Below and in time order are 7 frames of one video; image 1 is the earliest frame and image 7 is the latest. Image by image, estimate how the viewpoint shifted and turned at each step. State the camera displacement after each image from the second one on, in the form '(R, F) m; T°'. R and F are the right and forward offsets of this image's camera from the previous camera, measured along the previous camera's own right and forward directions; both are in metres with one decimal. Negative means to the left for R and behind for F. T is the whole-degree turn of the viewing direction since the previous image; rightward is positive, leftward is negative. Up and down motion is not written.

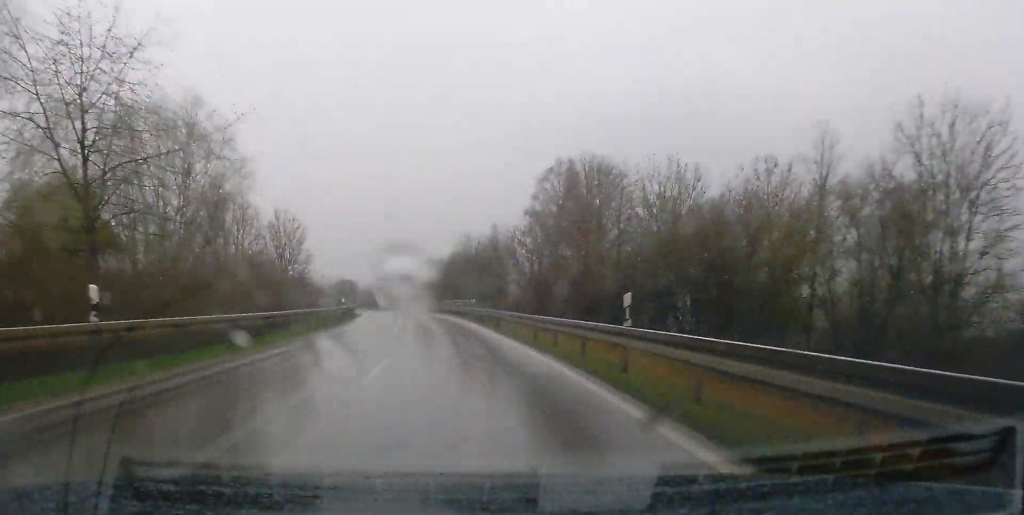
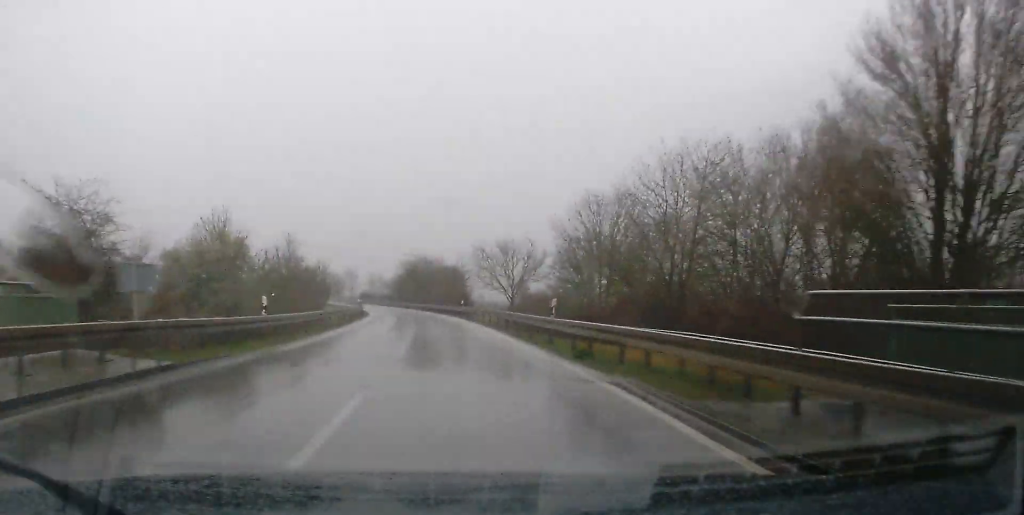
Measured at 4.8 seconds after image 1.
(-7.0, +91.2) m; -9°
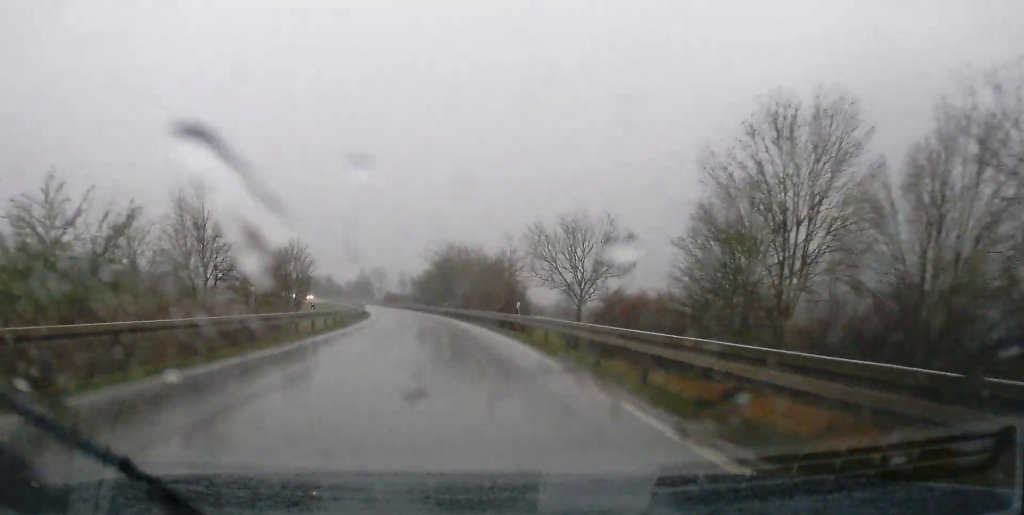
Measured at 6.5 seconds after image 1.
(-1.0, +32.6) m; -3°
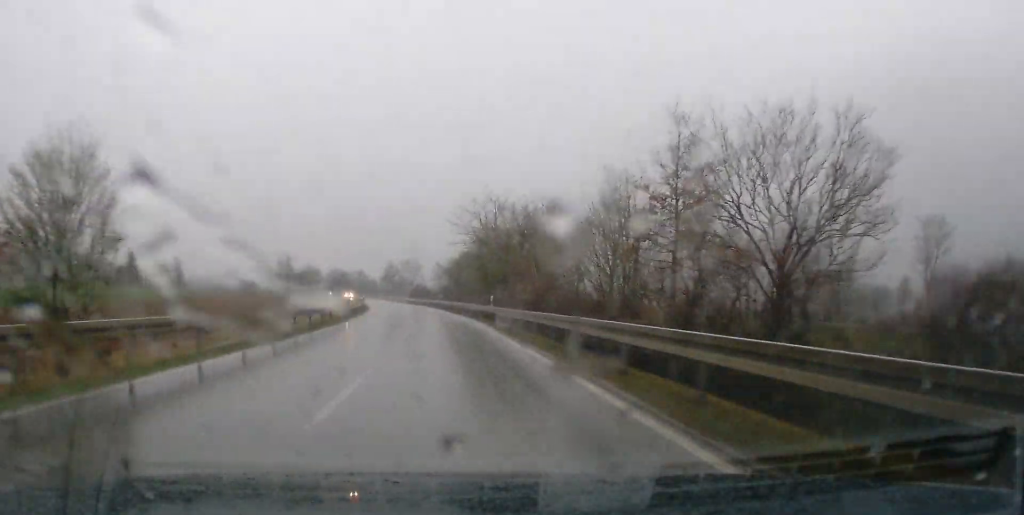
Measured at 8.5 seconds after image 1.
(-1.1, +40.1) m; -3°
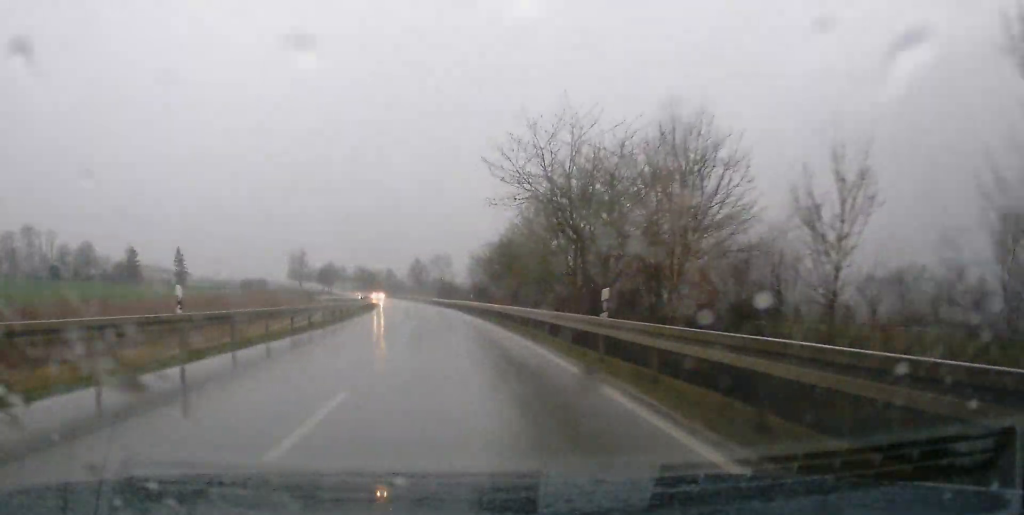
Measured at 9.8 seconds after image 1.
(-0.6, +25.8) m; -2°
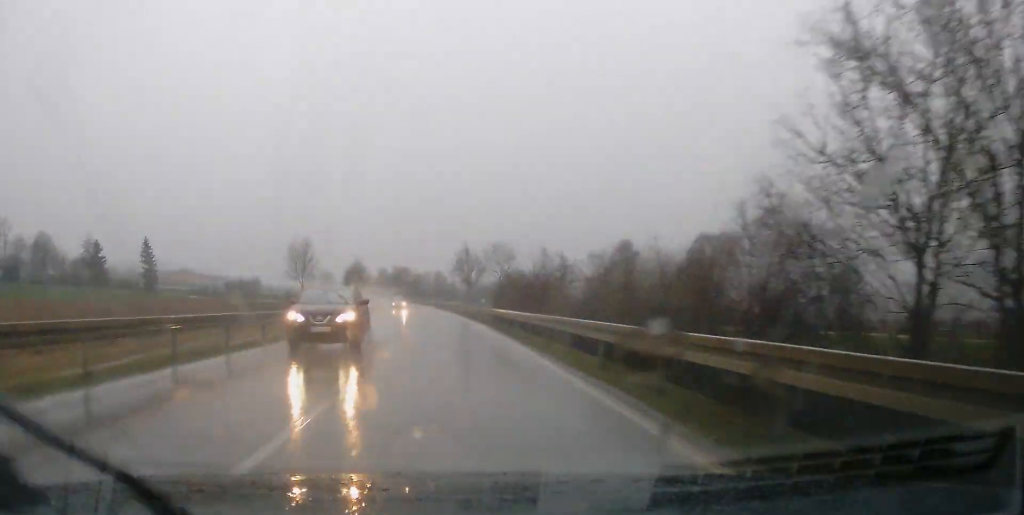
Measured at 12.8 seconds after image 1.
(-1.8, +62.0) m; -3°
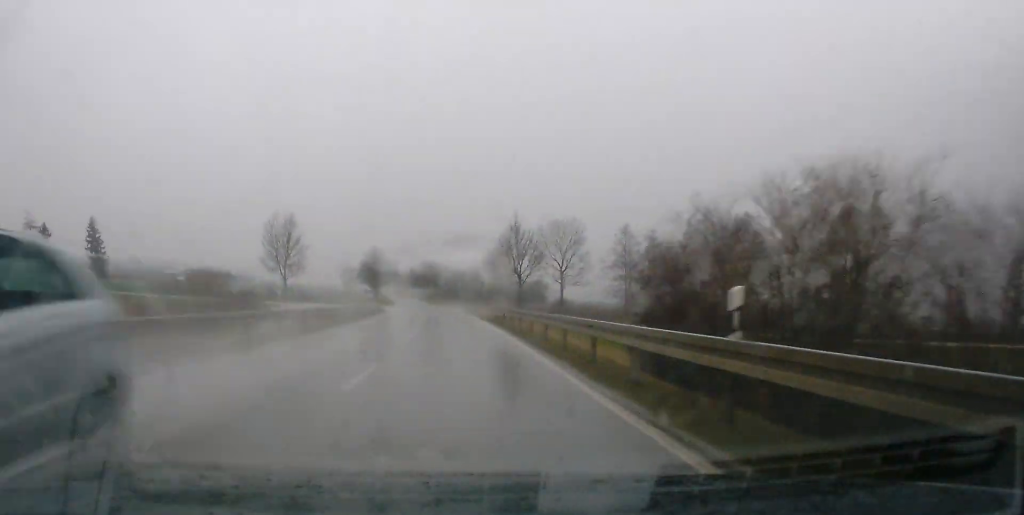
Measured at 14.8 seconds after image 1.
(-0.5, +42.9) m; -3°
